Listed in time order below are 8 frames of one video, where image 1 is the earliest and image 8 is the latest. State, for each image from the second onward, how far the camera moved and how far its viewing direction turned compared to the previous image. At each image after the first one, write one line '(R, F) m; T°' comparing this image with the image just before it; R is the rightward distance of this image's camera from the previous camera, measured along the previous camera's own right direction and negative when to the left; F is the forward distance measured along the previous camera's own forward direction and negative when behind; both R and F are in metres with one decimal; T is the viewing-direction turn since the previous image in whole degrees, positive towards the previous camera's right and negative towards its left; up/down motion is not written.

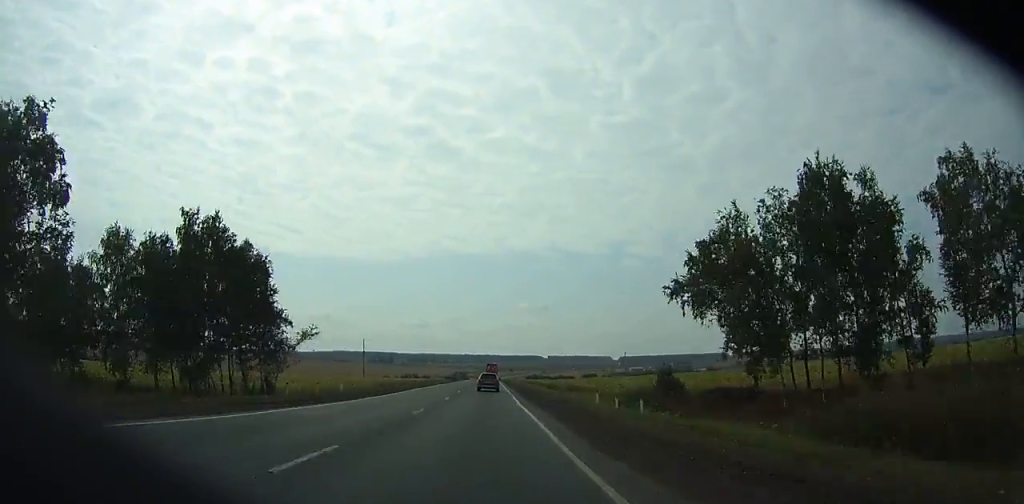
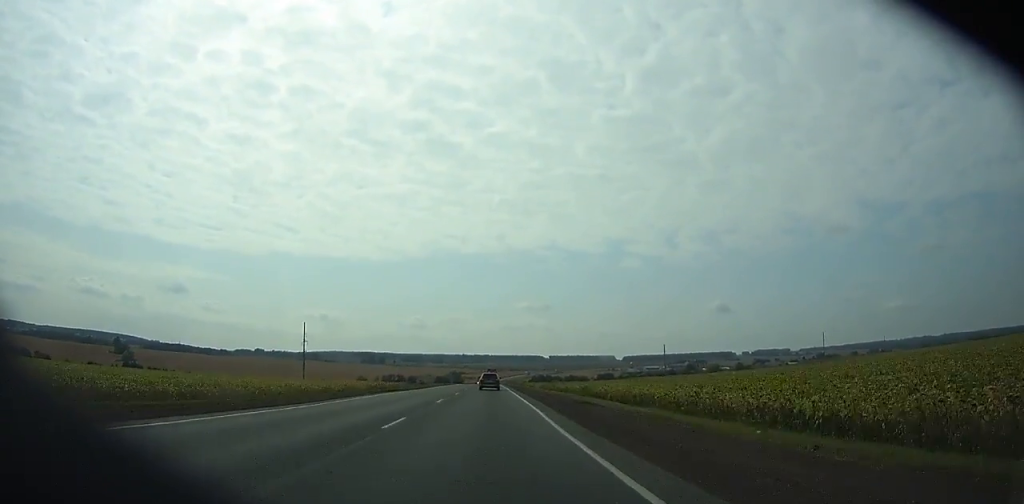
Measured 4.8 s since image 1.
(0.0, +103.7) m; 0°
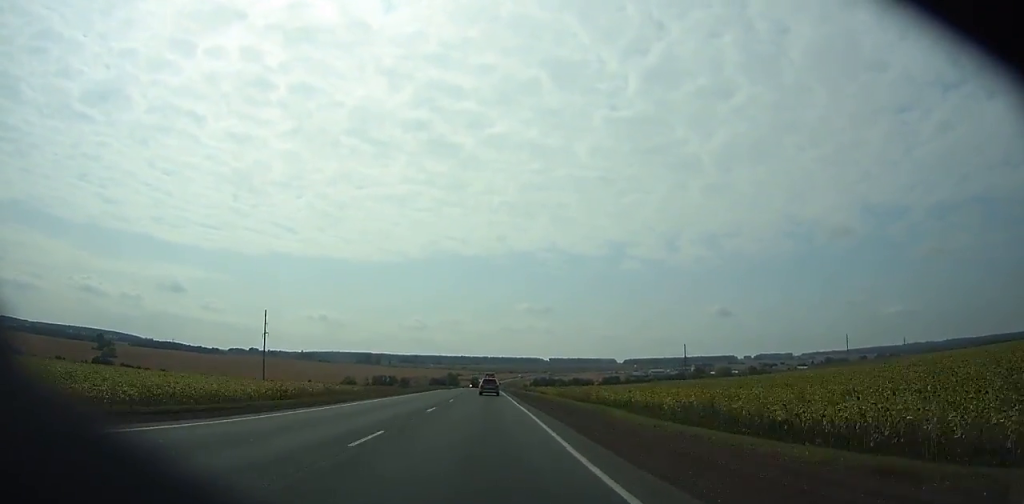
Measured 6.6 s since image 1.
(+0.1, +39.2) m; 0°
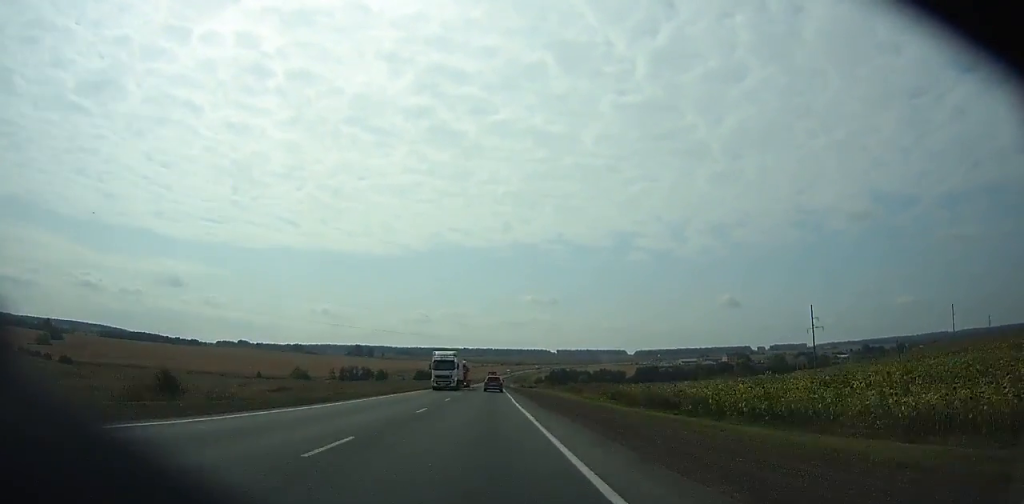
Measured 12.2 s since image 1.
(0.0, +123.3) m; 0°
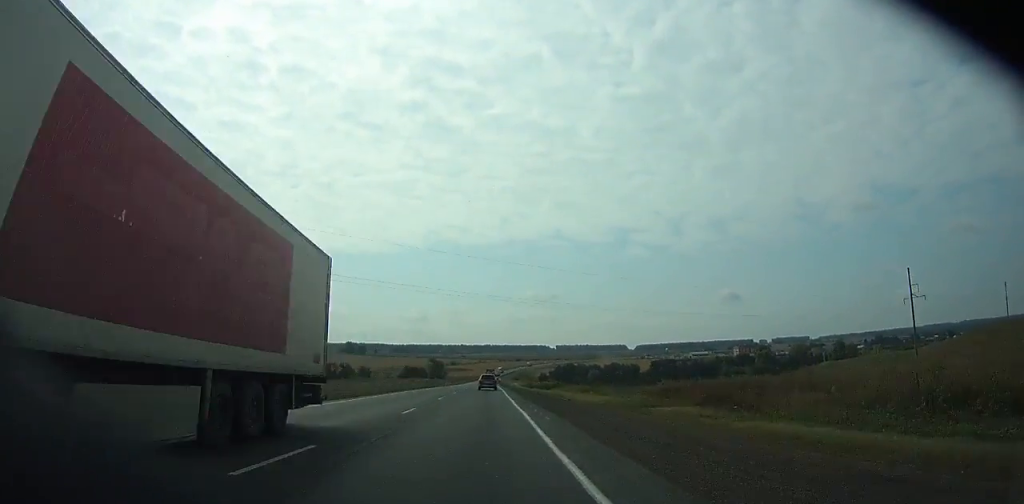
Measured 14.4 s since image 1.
(-0.1, +49.2) m; 0°
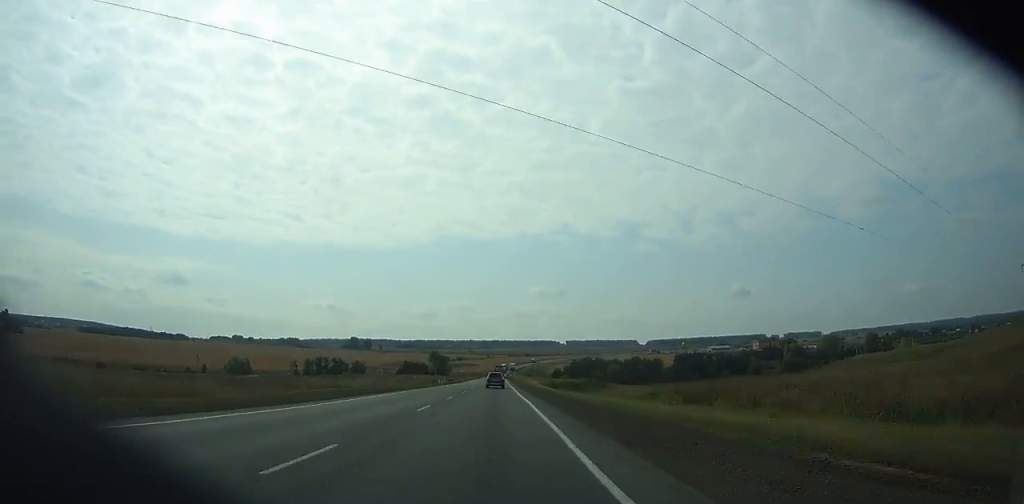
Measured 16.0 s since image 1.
(0.0, +36.1) m; 0°
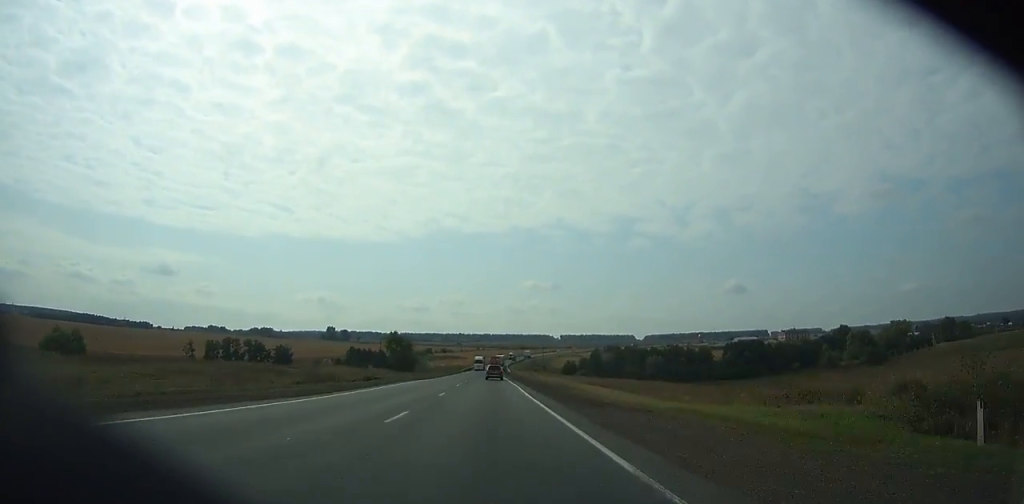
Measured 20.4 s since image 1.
(+0.2, +99.4) m; 0°
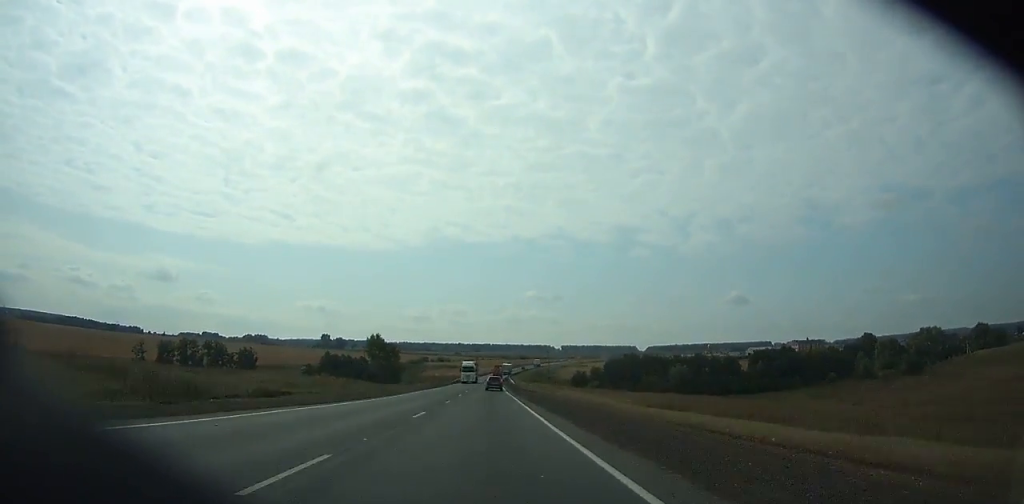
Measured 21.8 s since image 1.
(+0.1, +31.6) m; 0°
